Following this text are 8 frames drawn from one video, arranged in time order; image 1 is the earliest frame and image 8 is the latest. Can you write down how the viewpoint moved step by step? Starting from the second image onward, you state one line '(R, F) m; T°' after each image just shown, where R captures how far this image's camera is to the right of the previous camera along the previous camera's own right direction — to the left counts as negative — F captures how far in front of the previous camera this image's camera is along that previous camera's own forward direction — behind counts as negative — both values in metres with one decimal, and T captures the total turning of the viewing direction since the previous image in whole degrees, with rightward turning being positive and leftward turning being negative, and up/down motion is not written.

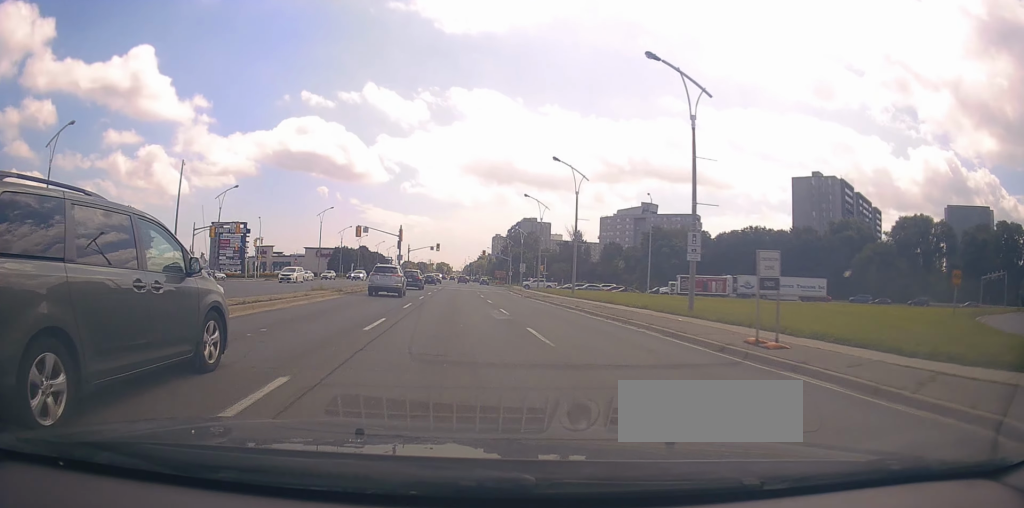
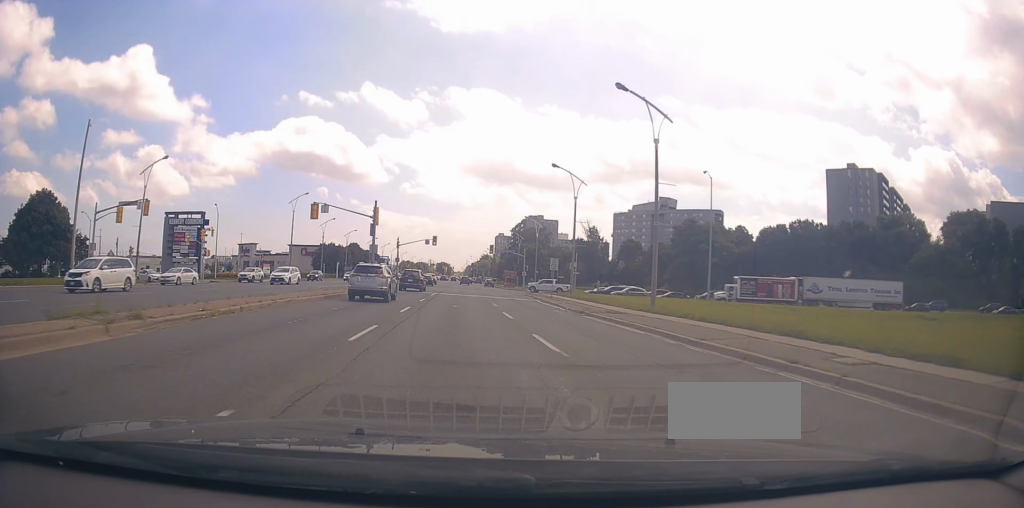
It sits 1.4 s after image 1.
(+0.1, +18.9) m; +1°
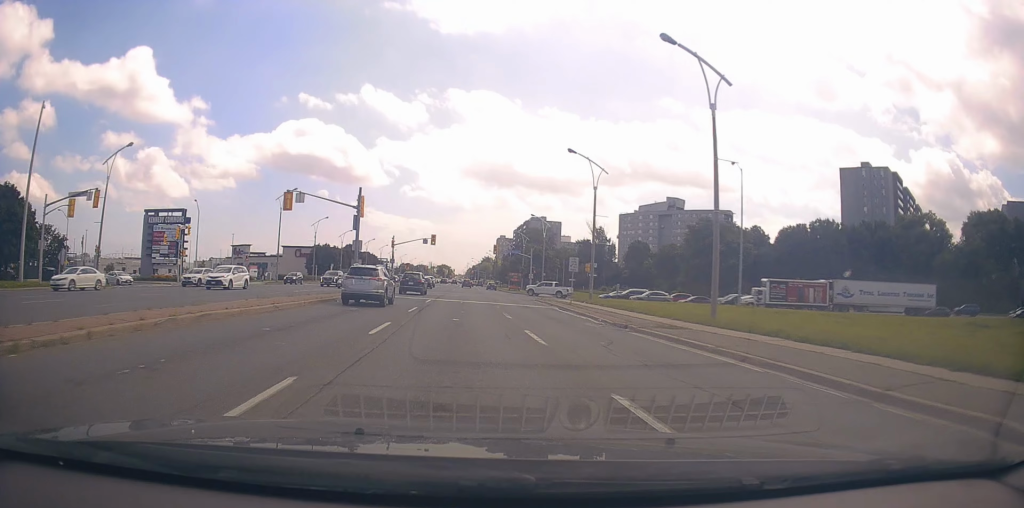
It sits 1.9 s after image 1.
(0.0, +6.7) m; +1°
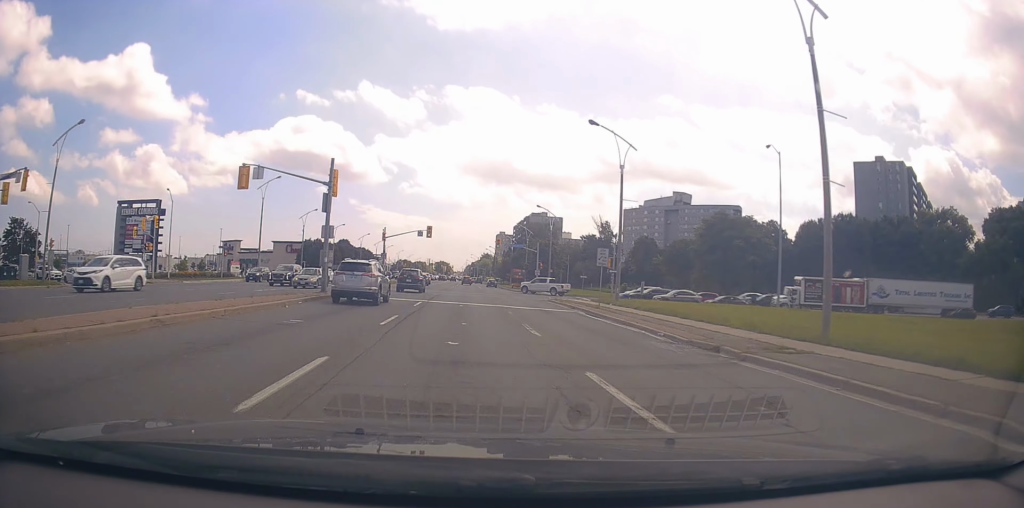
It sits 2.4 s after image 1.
(0.0, +7.7) m; 0°
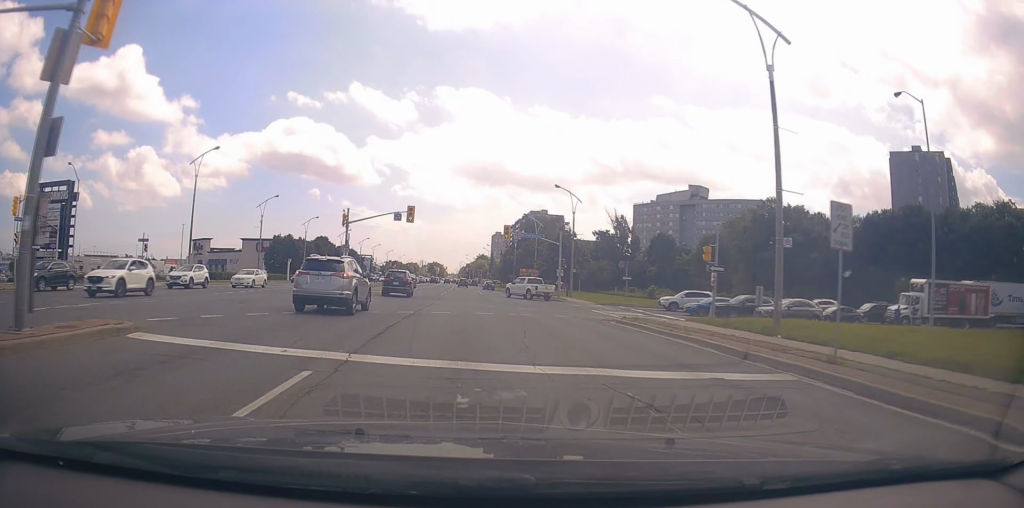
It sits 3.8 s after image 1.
(0.0, +20.5) m; -1°
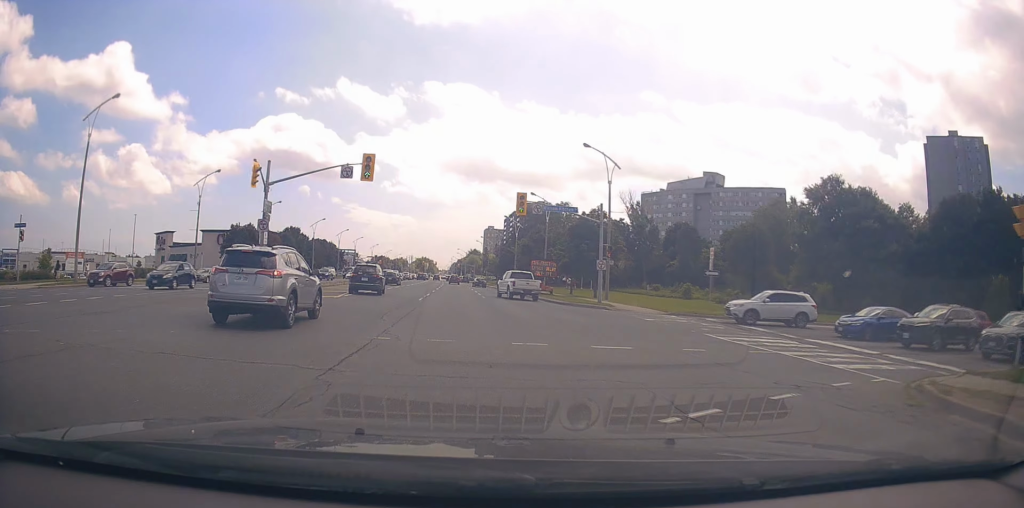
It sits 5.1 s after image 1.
(-0.2, +18.5) m; -1°
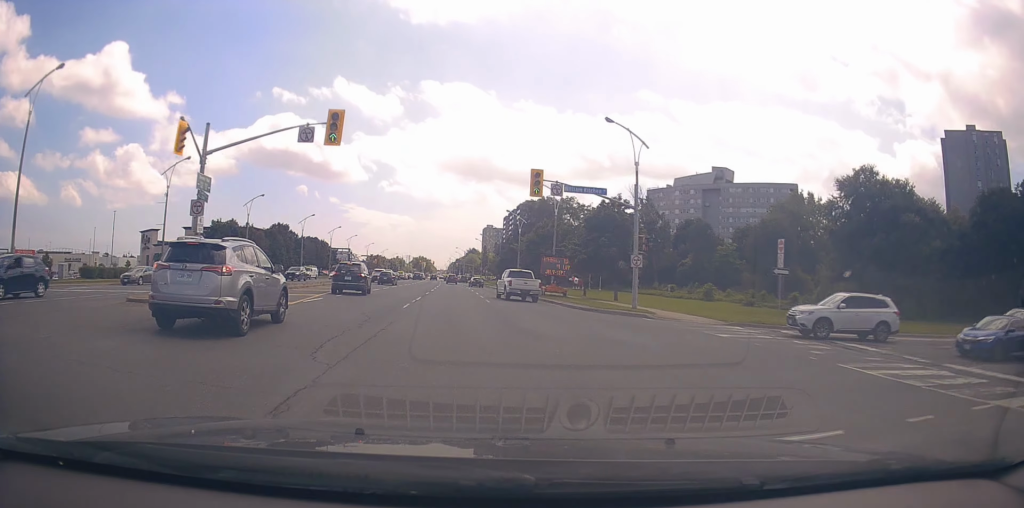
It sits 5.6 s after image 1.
(0.0, +7.0) m; 0°
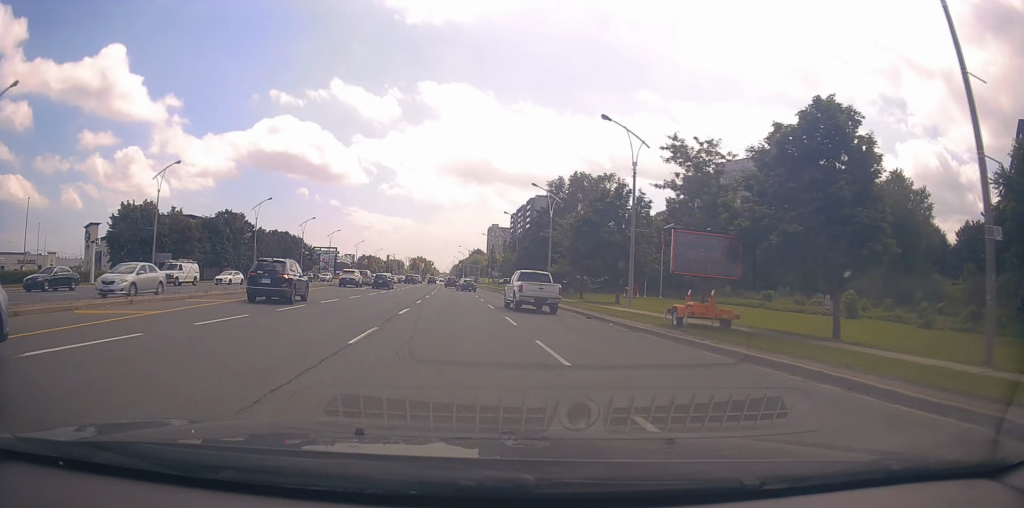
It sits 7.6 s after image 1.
(+0.6, +26.4) m; +2°
